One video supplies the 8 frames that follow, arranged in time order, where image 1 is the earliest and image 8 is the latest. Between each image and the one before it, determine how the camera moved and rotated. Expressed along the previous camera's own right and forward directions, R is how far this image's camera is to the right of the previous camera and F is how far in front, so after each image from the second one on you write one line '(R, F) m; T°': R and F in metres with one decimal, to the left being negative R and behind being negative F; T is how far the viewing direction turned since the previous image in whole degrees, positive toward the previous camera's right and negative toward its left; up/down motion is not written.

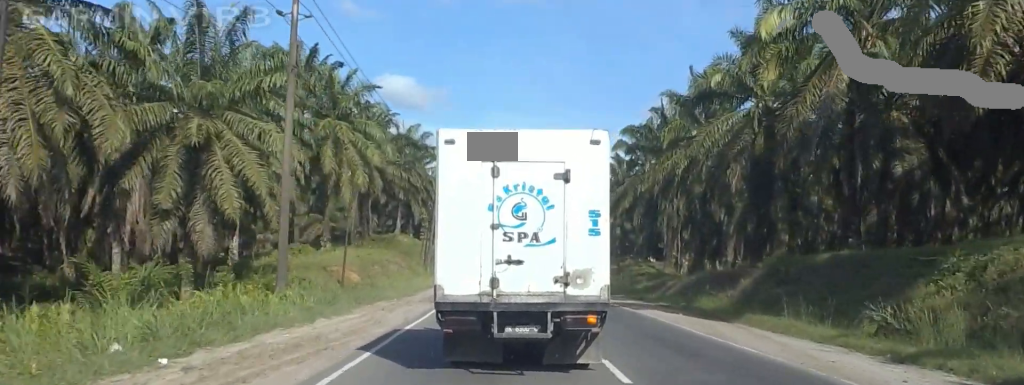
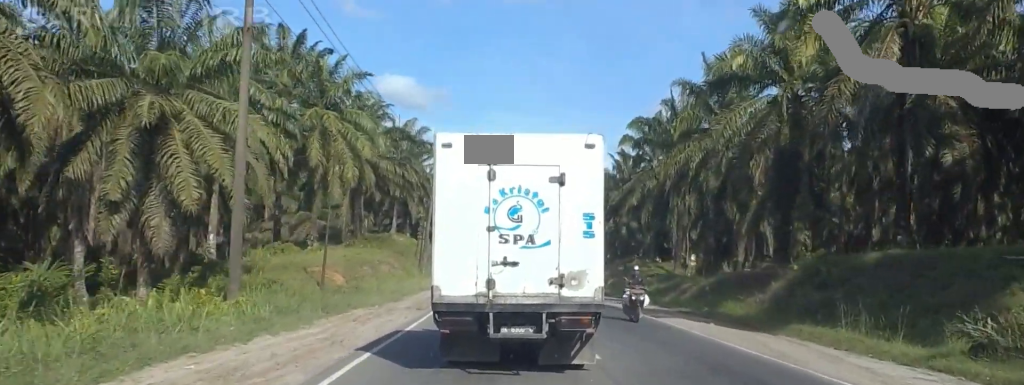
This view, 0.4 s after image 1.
(0.0, +4.7) m; 0°
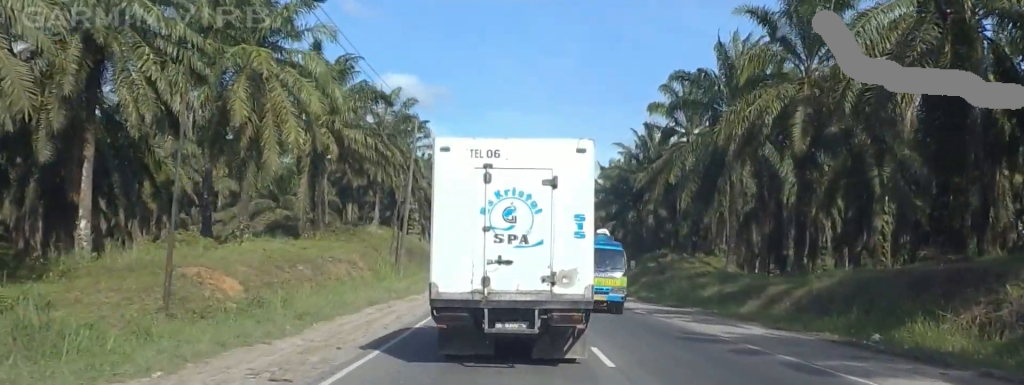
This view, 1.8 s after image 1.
(0.0, +17.5) m; 0°
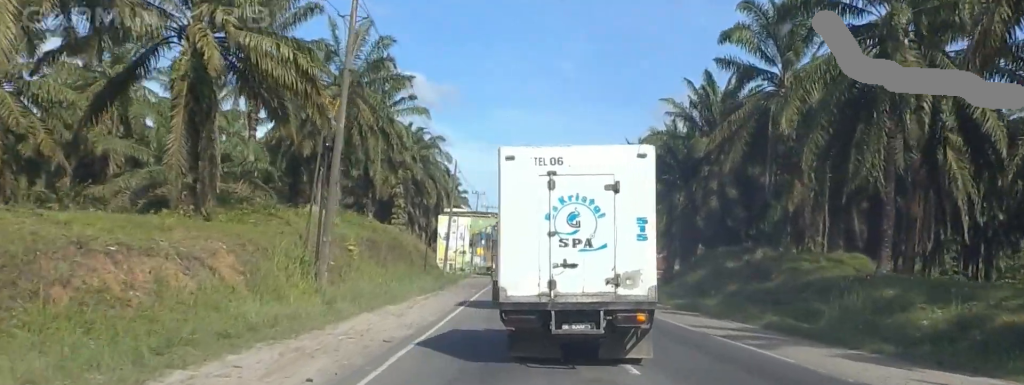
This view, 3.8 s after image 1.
(+0.1, +24.7) m; +2°
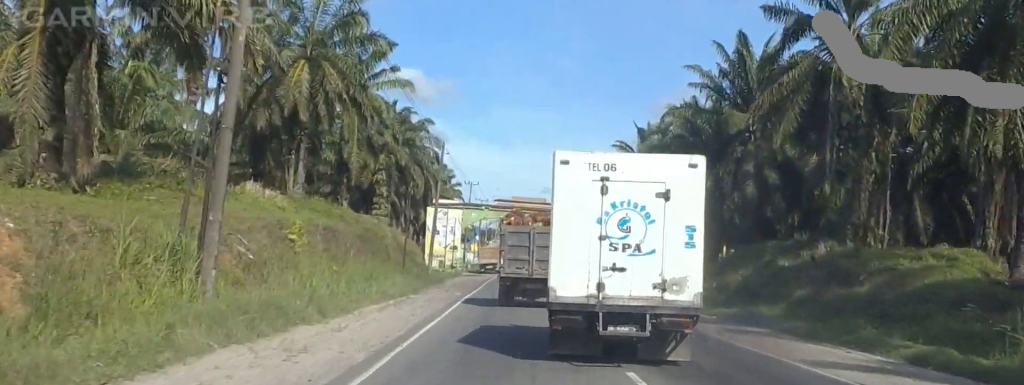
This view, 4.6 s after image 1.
(+0.3, +10.4) m; +2°
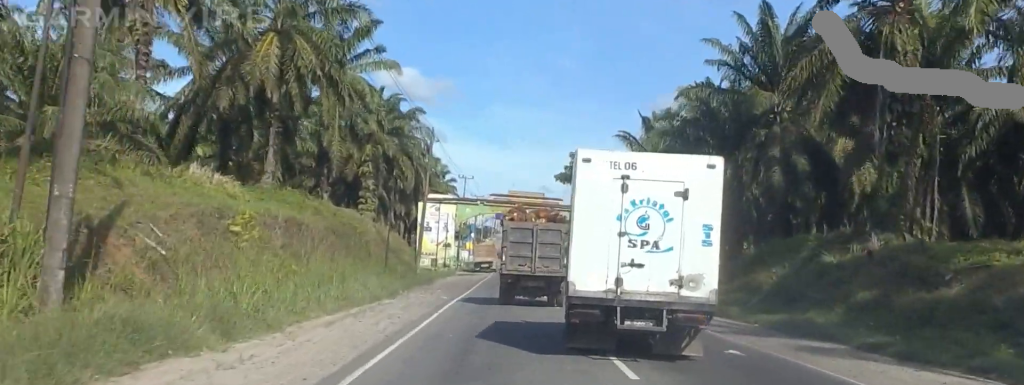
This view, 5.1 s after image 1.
(0.0, +5.9) m; 0°
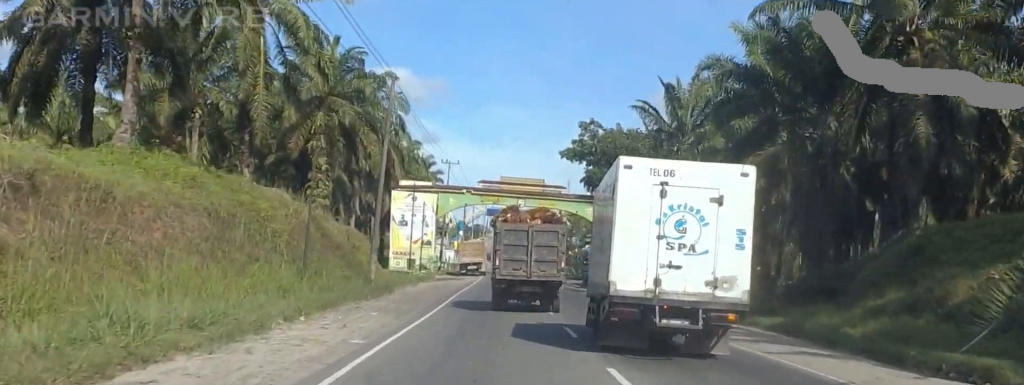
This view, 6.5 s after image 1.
(0.0, +17.3) m; 0°
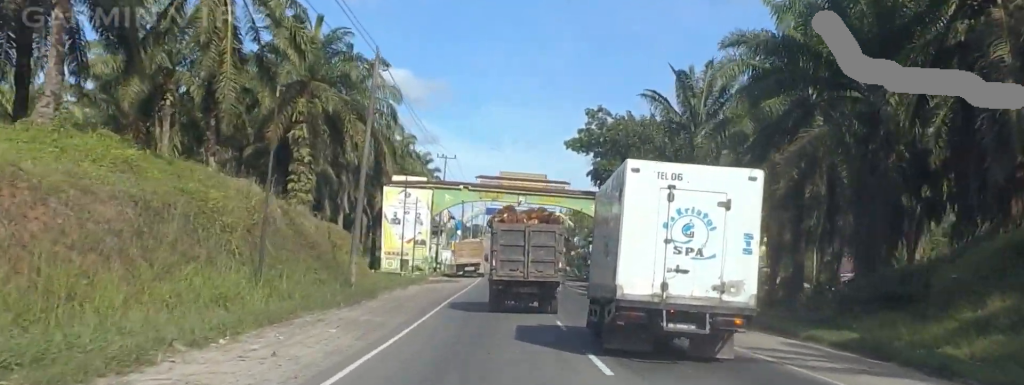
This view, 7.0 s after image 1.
(0.0, +5.3) m; 0°
